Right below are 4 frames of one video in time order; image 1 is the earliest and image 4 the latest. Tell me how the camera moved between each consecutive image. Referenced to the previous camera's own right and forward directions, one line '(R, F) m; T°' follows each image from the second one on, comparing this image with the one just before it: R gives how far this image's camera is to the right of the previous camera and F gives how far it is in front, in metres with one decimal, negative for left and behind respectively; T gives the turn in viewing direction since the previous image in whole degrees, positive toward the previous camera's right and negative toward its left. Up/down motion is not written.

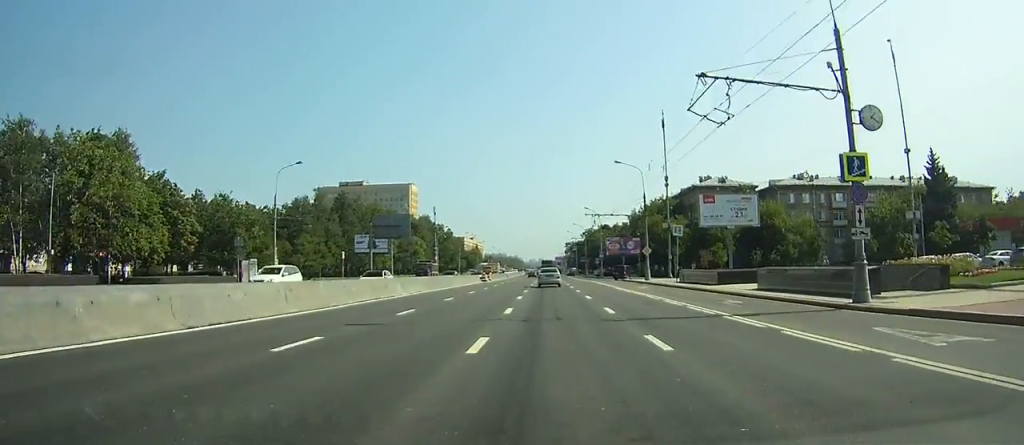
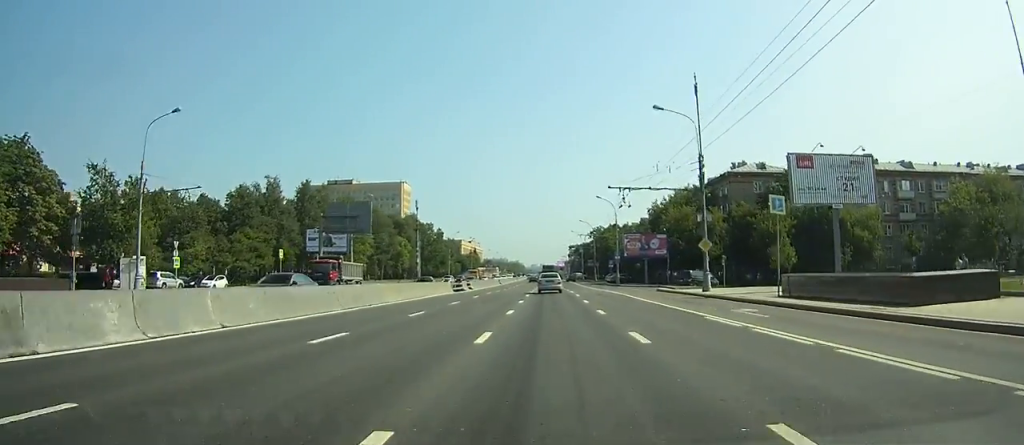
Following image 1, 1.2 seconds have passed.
(+0.1, +22.4) m; 0°
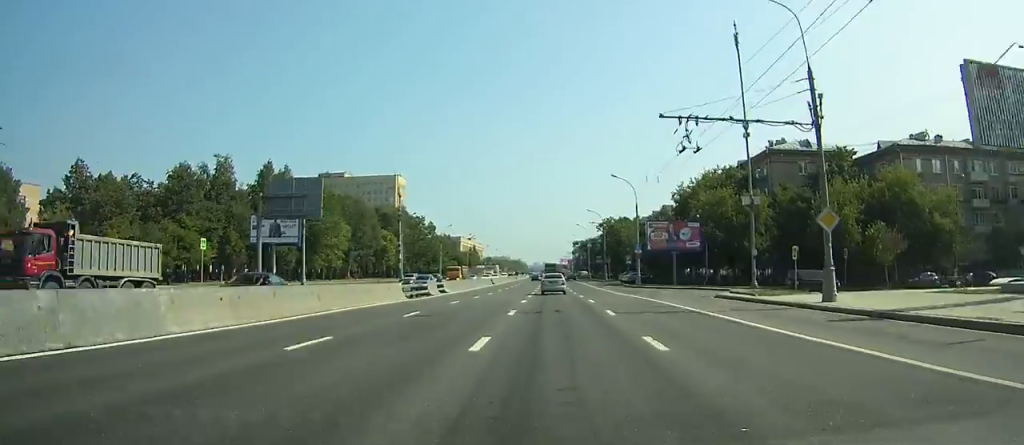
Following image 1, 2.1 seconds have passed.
(0.0, +17.3) m; 0°
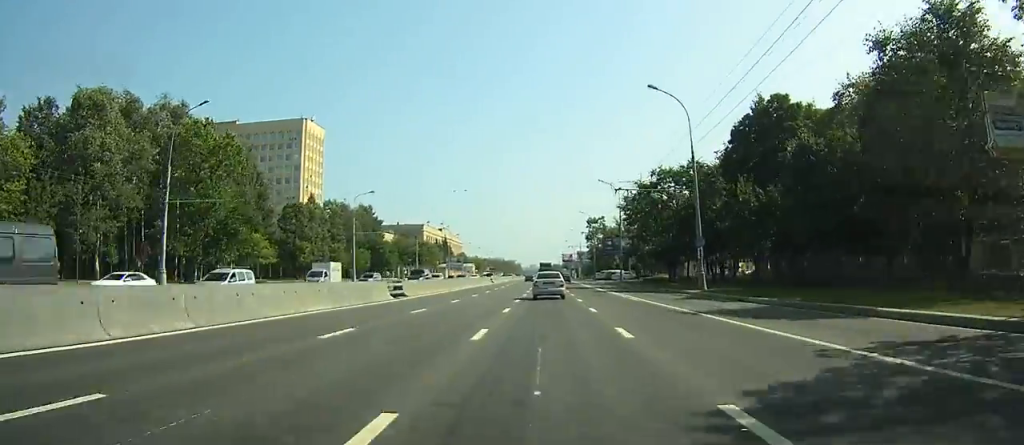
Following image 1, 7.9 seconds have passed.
(-0.5, +110.7) m; 0°
